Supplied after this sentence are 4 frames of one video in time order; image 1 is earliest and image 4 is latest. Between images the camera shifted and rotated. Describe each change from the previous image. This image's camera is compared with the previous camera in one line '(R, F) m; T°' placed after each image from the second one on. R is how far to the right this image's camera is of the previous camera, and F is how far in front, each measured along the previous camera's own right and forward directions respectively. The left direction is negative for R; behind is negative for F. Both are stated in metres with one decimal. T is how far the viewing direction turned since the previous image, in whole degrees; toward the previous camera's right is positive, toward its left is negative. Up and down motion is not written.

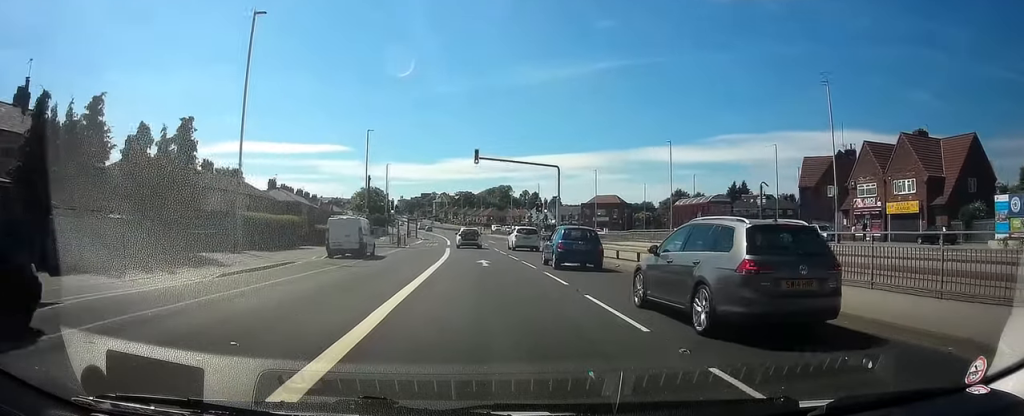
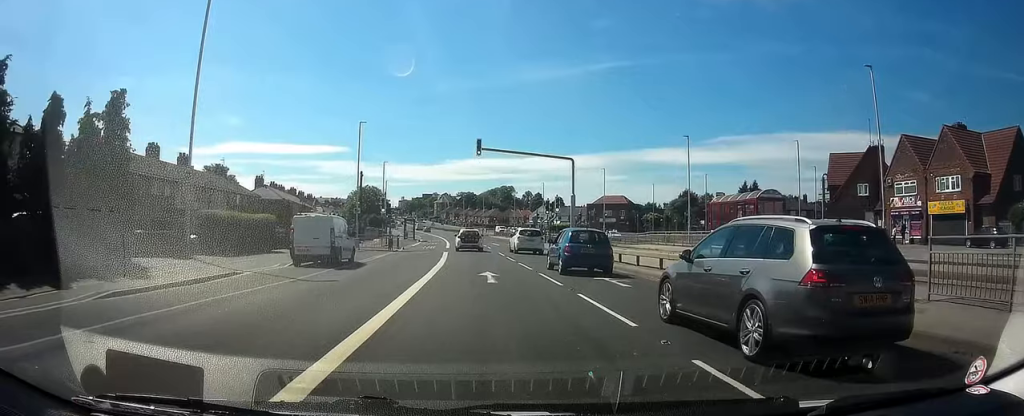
(0.0, +6.0) m; -1°
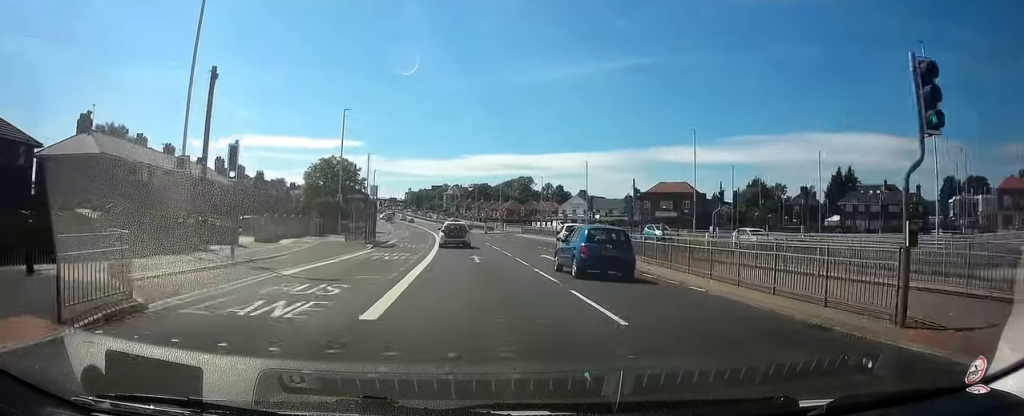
(+0.6, +38.1) m; +2°
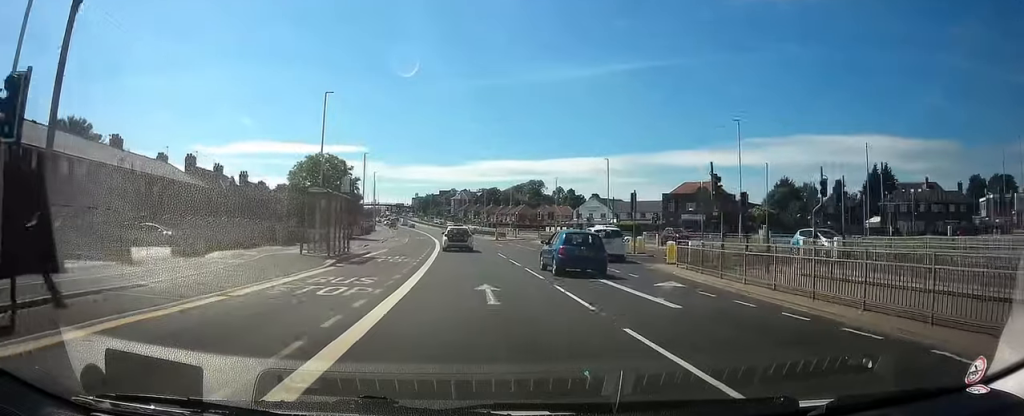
(-0.3, +9.6) m; -2°
